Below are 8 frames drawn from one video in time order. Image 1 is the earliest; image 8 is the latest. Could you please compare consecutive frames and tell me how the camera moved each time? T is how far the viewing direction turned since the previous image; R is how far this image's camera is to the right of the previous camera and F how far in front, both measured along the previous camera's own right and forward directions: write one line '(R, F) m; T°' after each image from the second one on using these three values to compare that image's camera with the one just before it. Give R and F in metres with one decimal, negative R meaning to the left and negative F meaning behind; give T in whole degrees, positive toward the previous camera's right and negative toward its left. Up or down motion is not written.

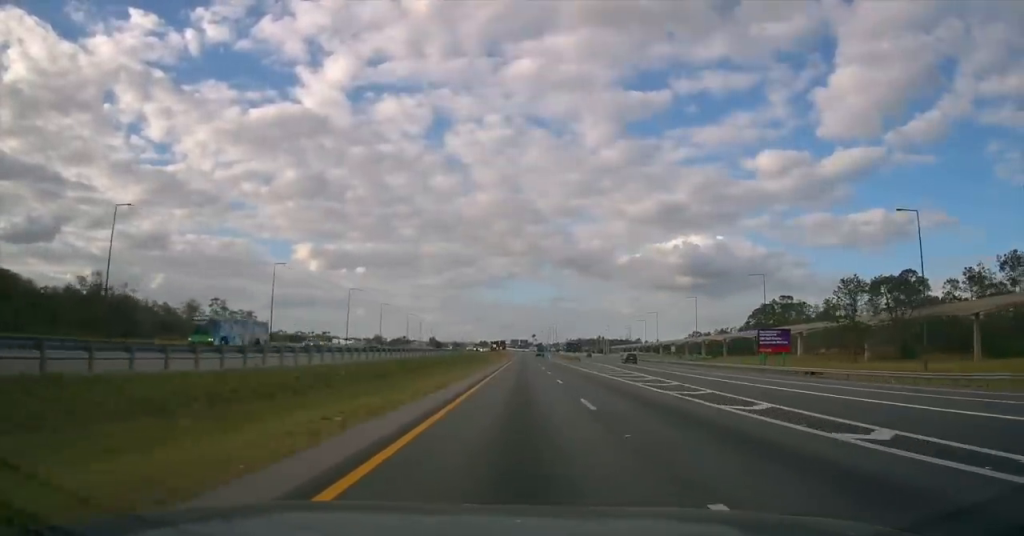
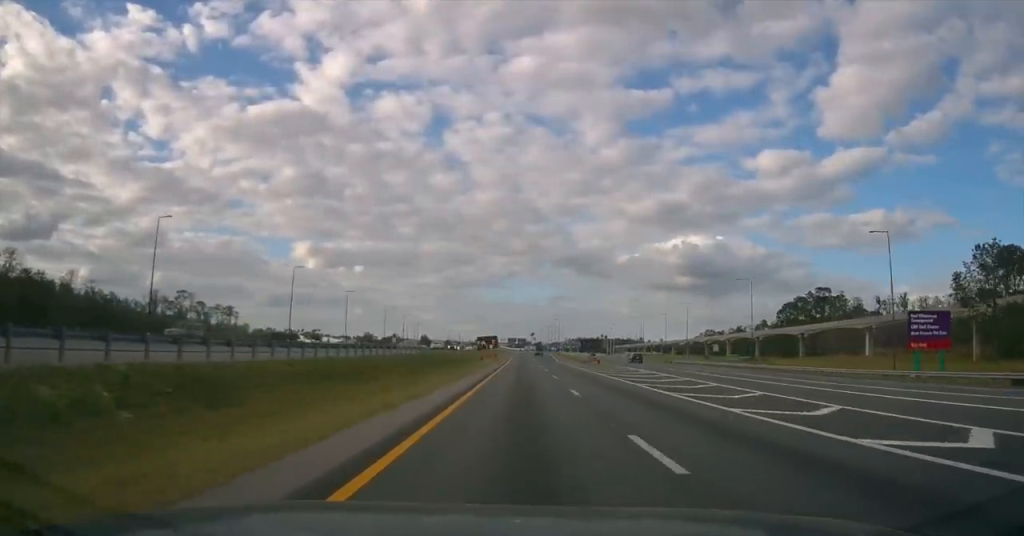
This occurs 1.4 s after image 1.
(+0.1, +31.9) m; 0°
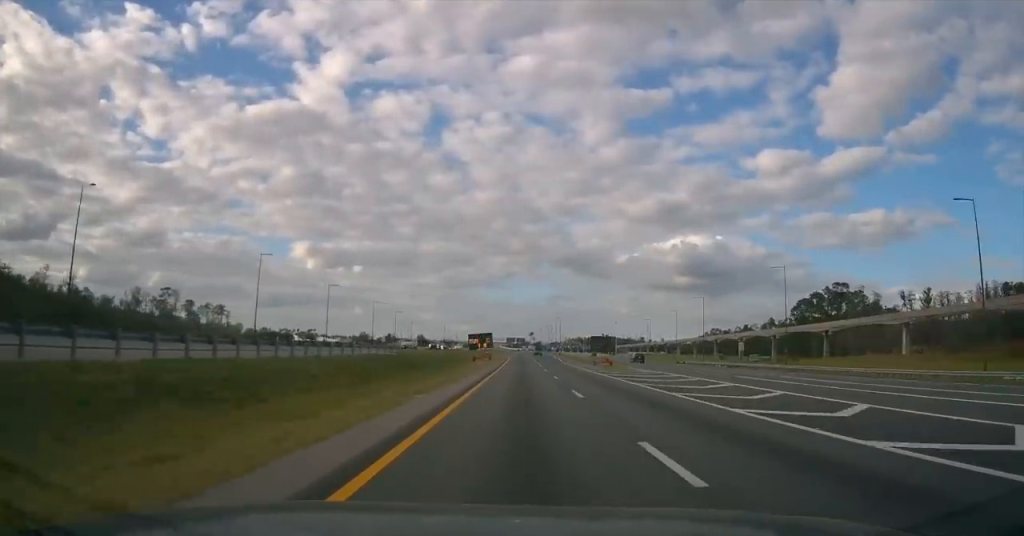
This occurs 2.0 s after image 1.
(-0.1, +13.0) m; 0°
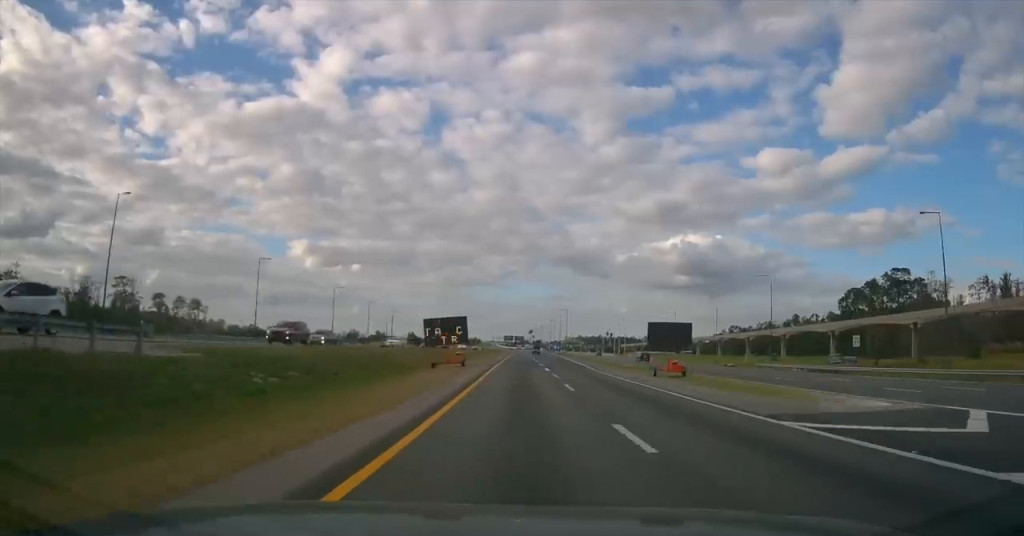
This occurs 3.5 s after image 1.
(+0.2, +34.8) m; 0°
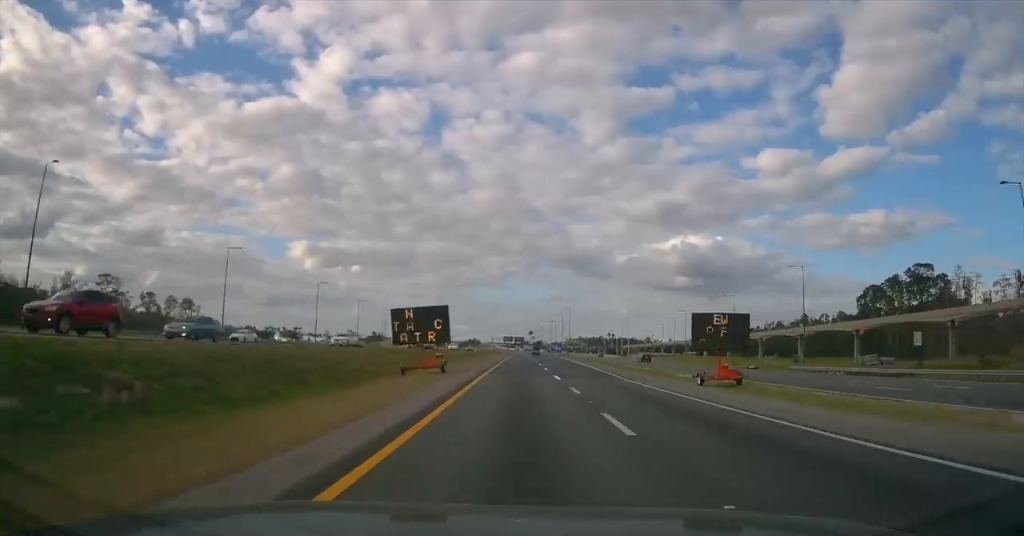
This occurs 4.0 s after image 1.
(0.0, +11.6) m; 0°
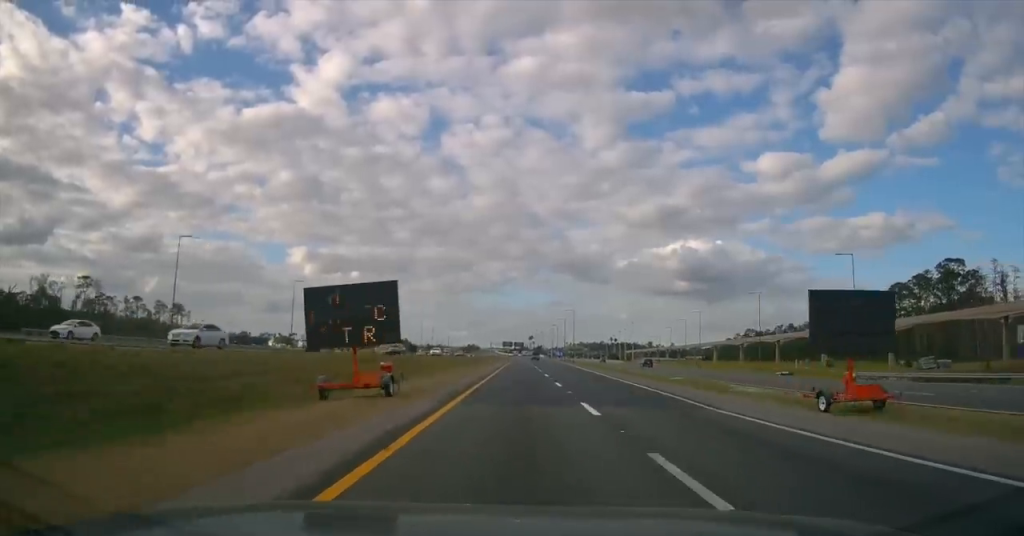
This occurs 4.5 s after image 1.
(-0.1, +13.0) m; 0°
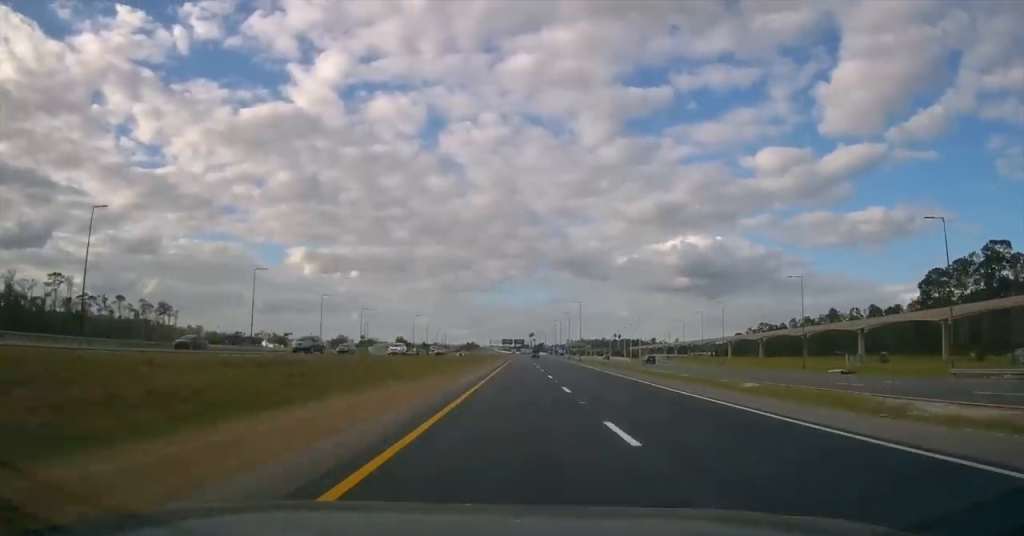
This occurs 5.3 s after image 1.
(0.0, +16.7) m; 0°
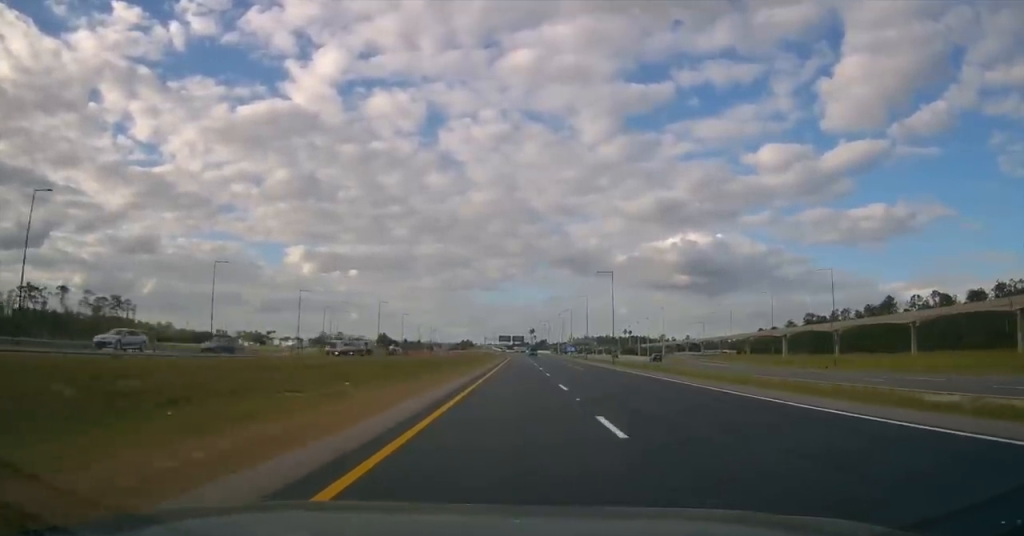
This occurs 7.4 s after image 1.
(-0.2, +47.6) m; -1°
